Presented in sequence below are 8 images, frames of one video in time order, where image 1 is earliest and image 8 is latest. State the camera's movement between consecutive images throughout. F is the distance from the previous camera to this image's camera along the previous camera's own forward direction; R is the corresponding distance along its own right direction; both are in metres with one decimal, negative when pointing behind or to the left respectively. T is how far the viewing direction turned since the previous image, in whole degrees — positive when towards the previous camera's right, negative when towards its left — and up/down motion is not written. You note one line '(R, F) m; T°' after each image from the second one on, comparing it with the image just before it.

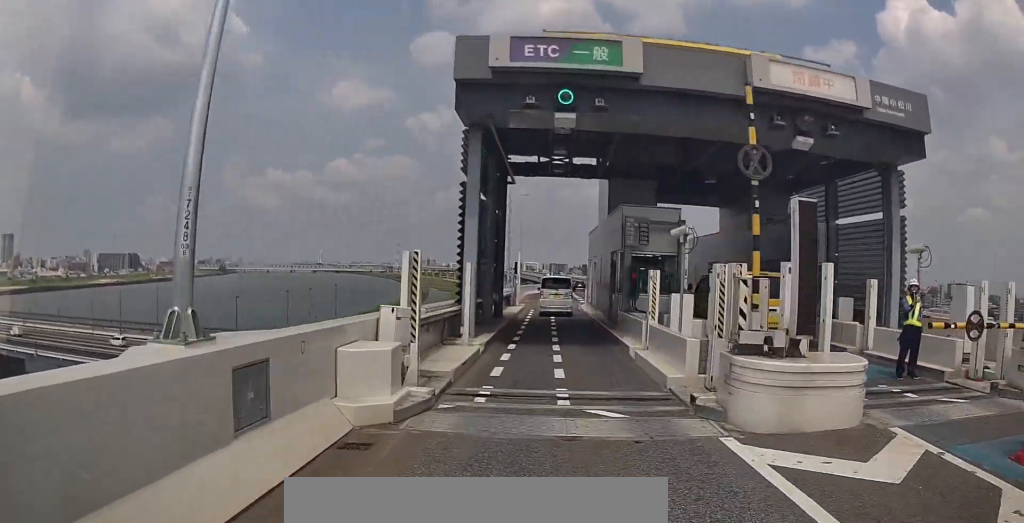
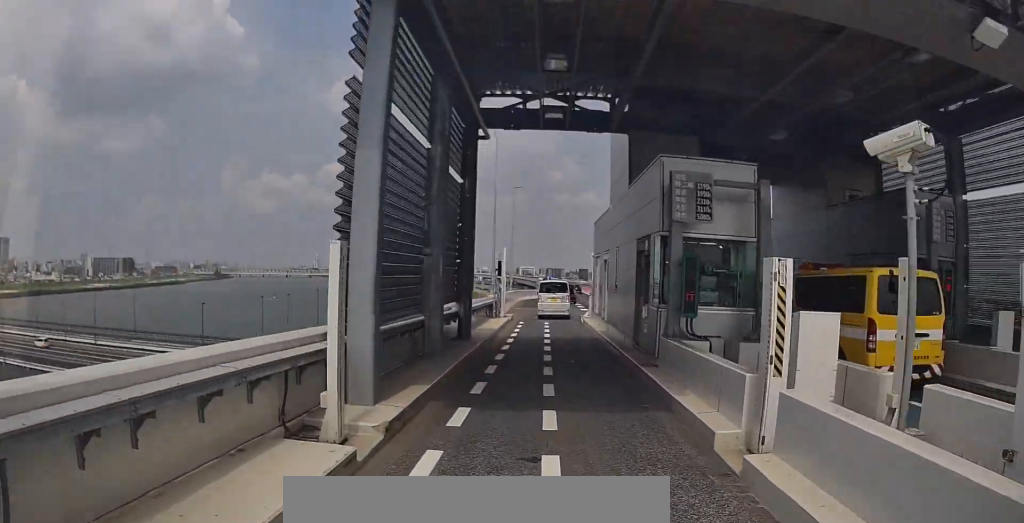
(-0.3, +9.8) m; -3°
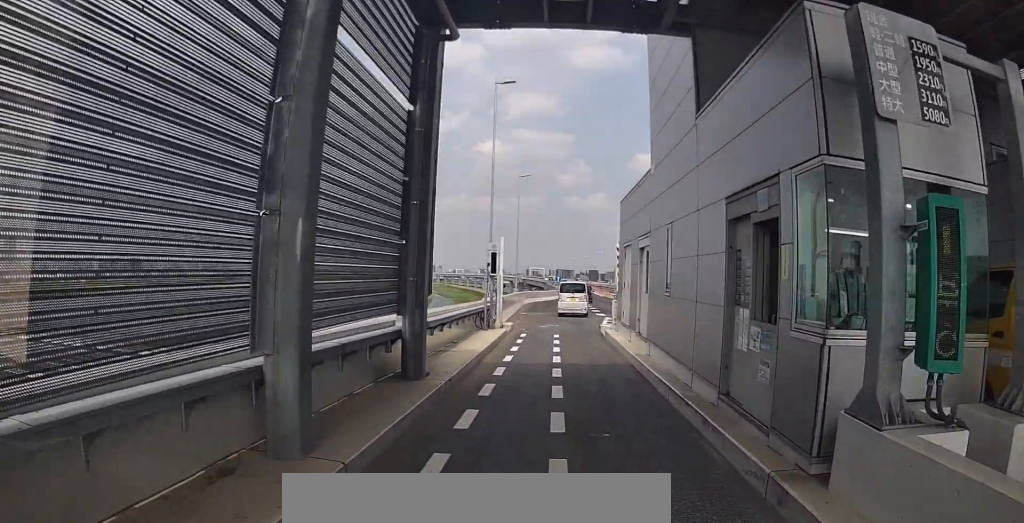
(-0.1, +8.5) m; -1°
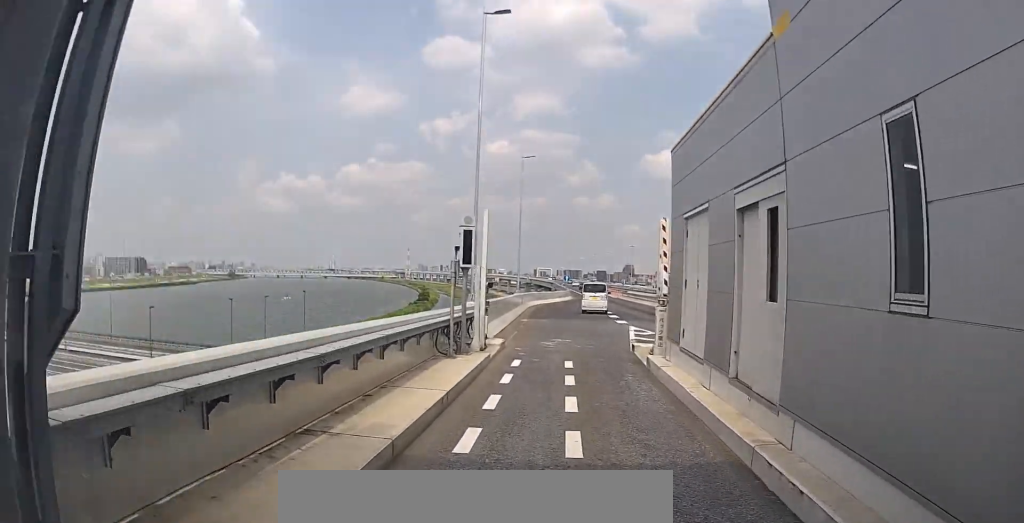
(-0.1, +8.3) m; -2°
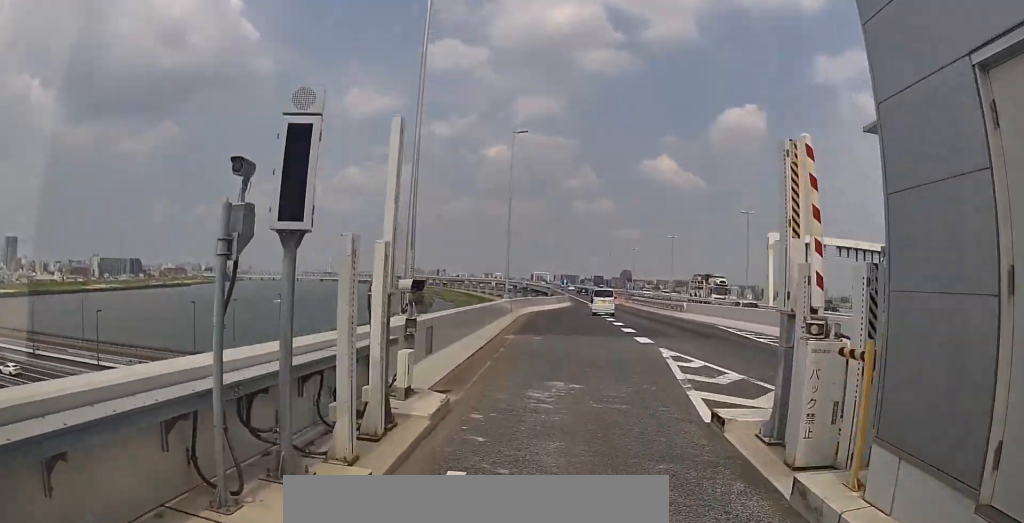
(-0.2, +7.4) m; +1°
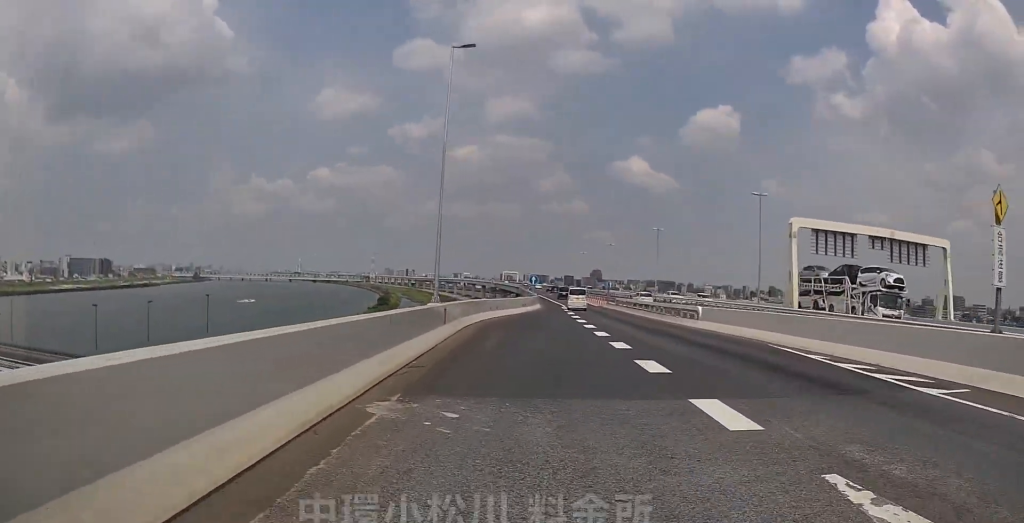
(+0.7, +8.5) m; +12°
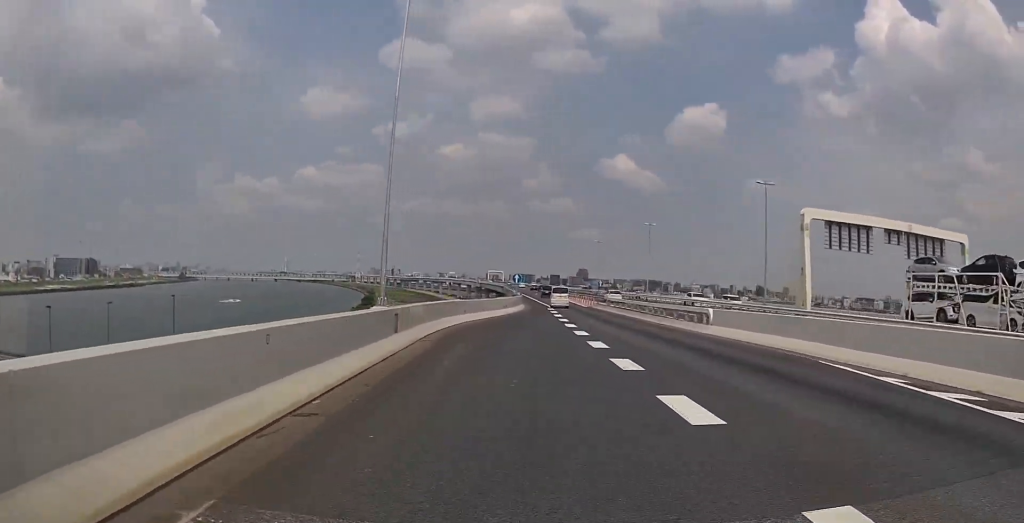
(+0.1, +3.1) m; +2°
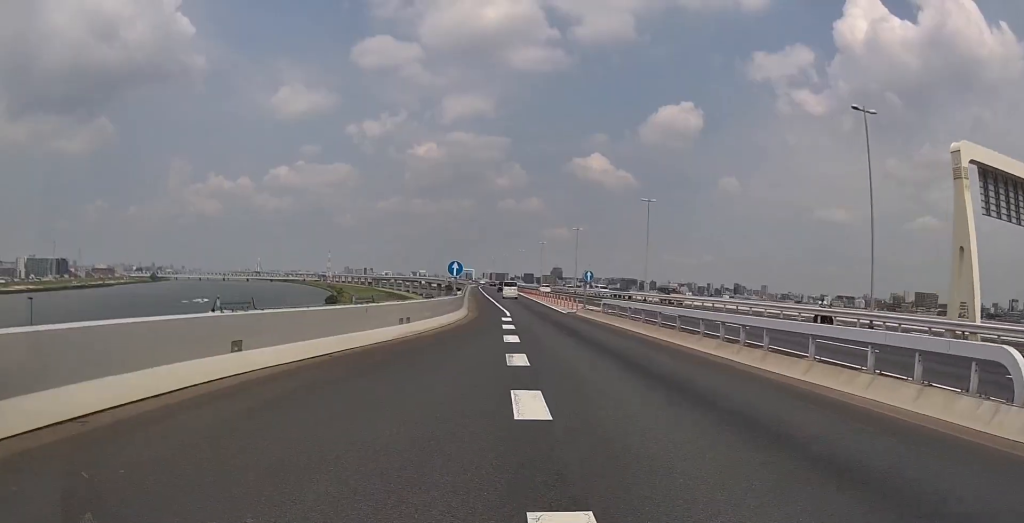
(+0.2, +14.8) m; +1°
